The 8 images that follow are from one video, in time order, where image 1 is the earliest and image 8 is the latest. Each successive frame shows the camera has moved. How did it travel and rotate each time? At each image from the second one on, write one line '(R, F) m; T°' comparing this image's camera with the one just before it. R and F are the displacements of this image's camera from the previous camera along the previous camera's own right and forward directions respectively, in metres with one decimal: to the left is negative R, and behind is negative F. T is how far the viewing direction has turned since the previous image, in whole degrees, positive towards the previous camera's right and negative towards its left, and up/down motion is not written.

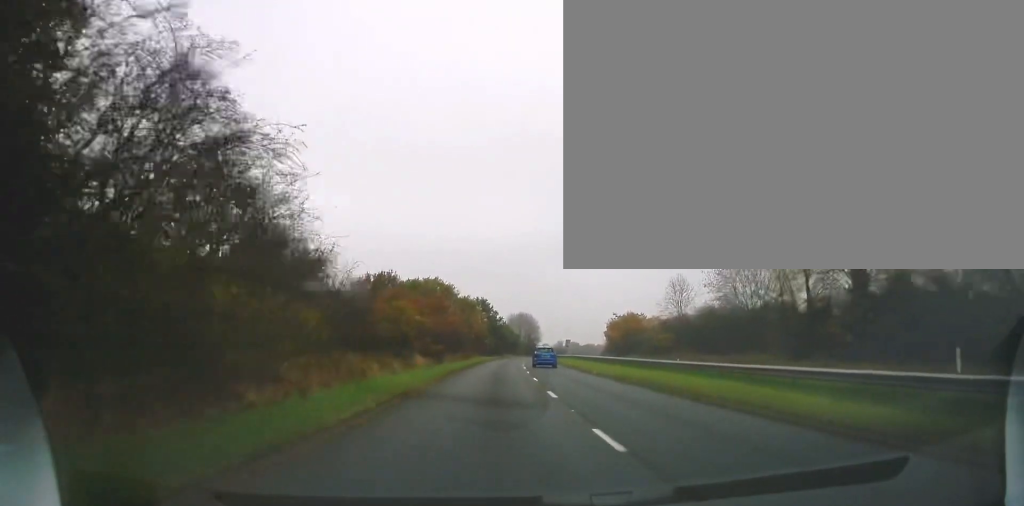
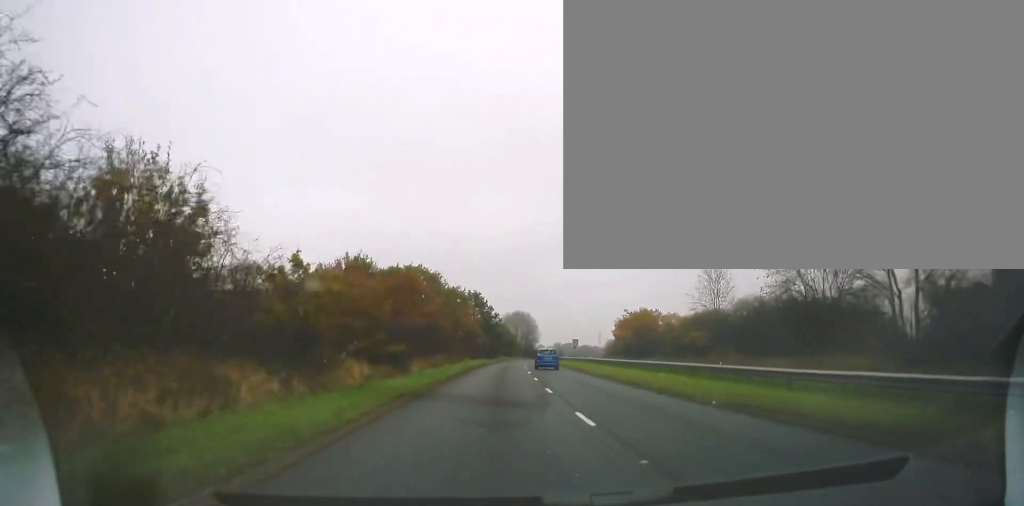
(+0.1, +14.4) m; 0°
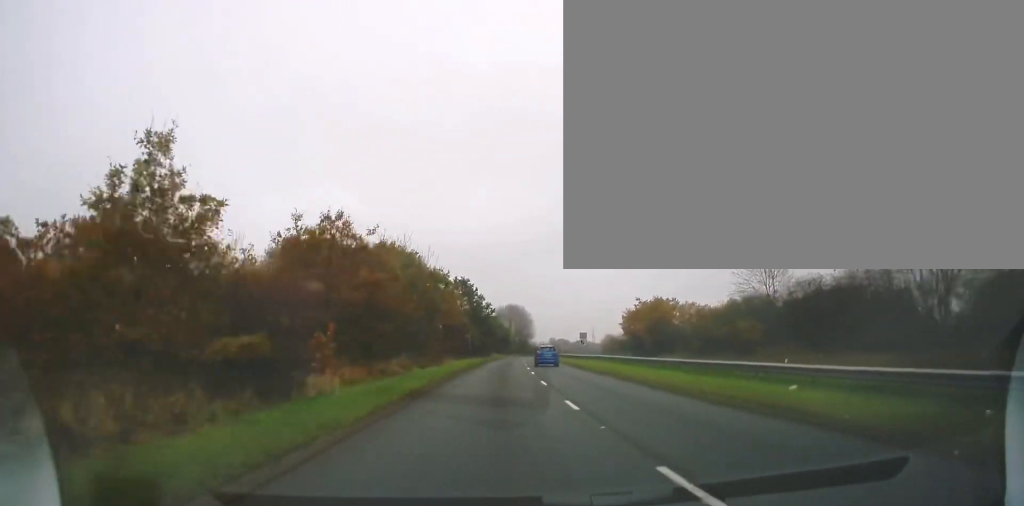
(+0.1, +14.4) m; 0°
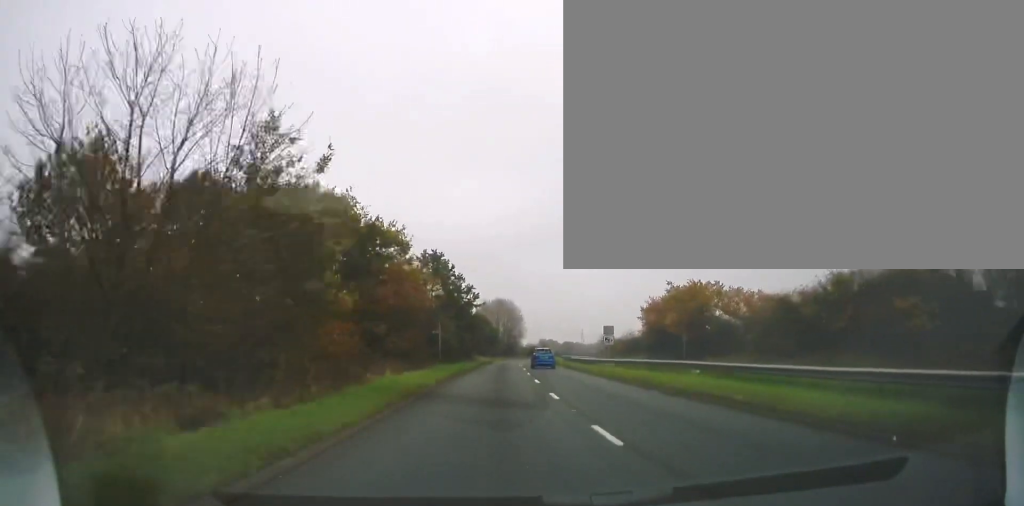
(0.0, +22.7) m; +1°
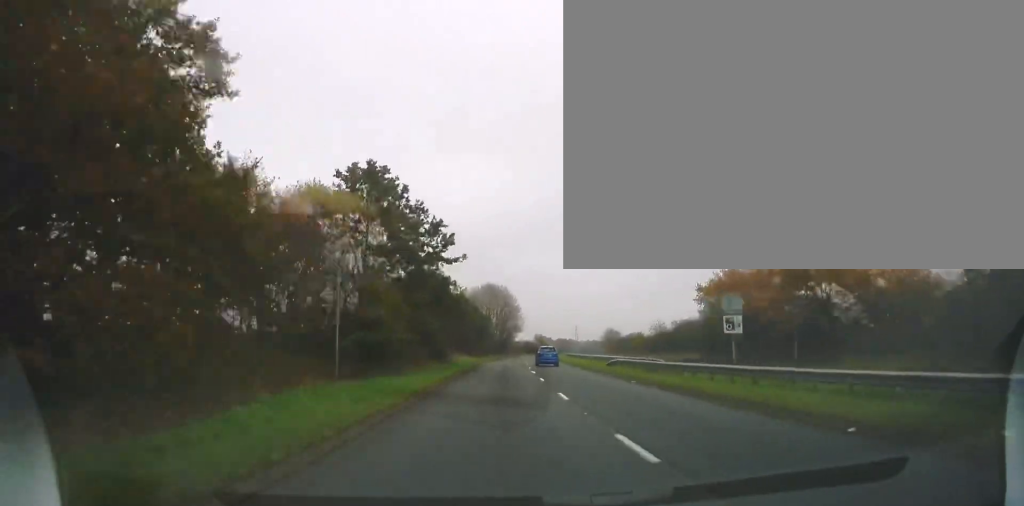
(+0.3, +26.9) m; +2°
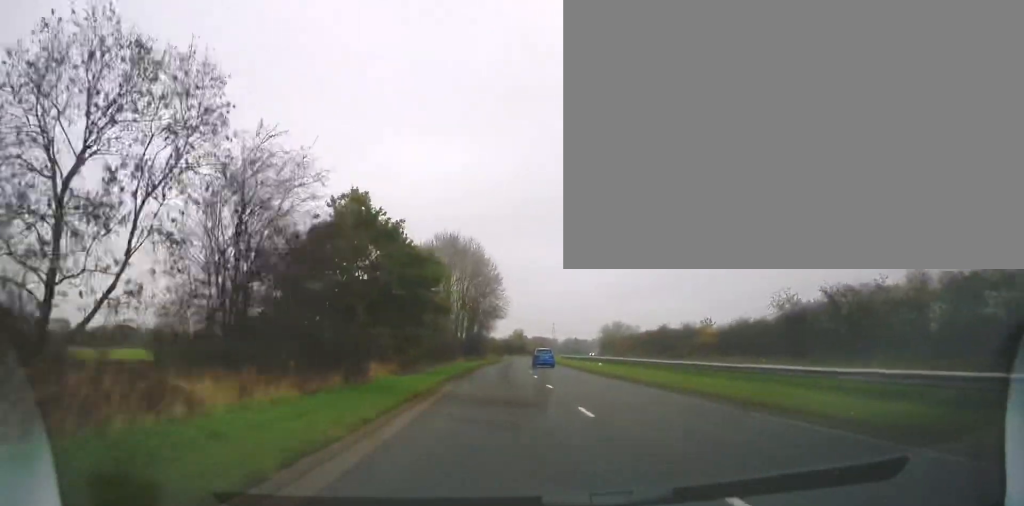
(+1.6, +47.8) m; +2°
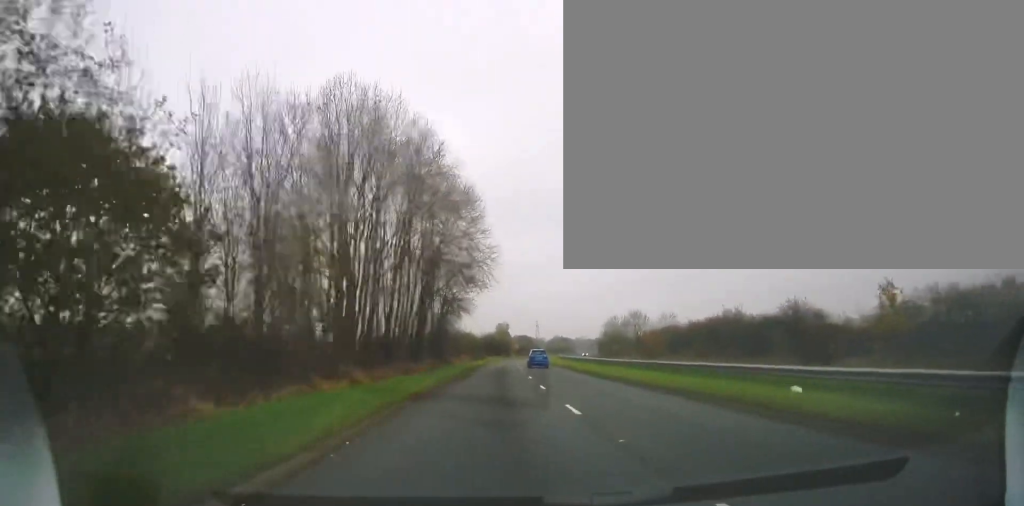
(0.0, +35.4) m; +1°
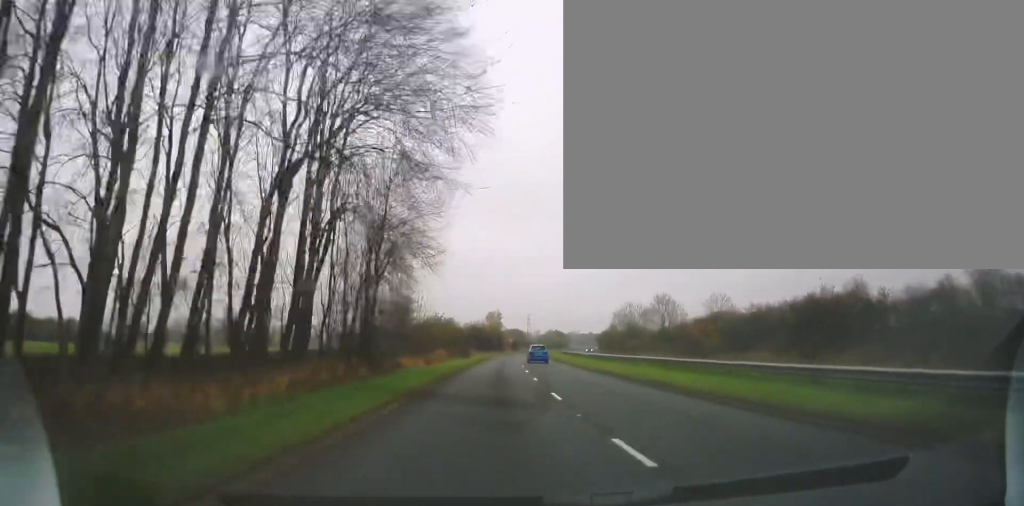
(+0.4, +22.7) m; +2°
